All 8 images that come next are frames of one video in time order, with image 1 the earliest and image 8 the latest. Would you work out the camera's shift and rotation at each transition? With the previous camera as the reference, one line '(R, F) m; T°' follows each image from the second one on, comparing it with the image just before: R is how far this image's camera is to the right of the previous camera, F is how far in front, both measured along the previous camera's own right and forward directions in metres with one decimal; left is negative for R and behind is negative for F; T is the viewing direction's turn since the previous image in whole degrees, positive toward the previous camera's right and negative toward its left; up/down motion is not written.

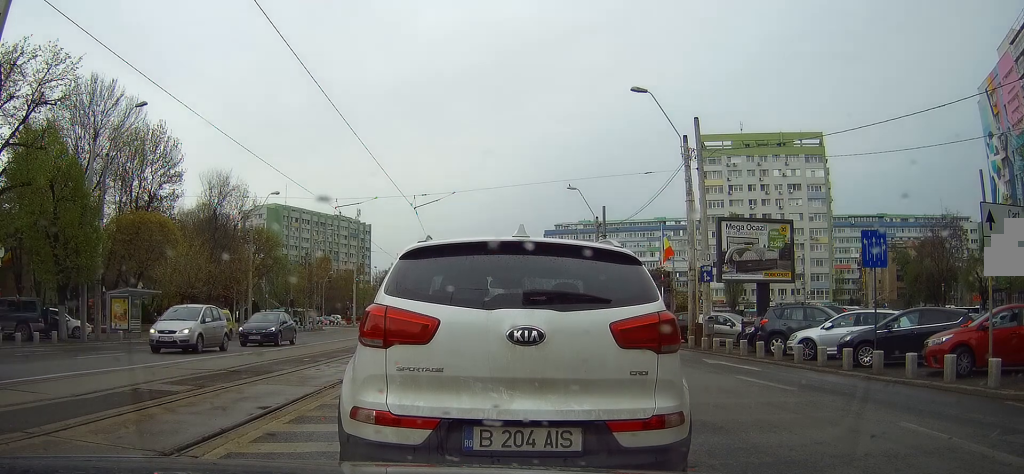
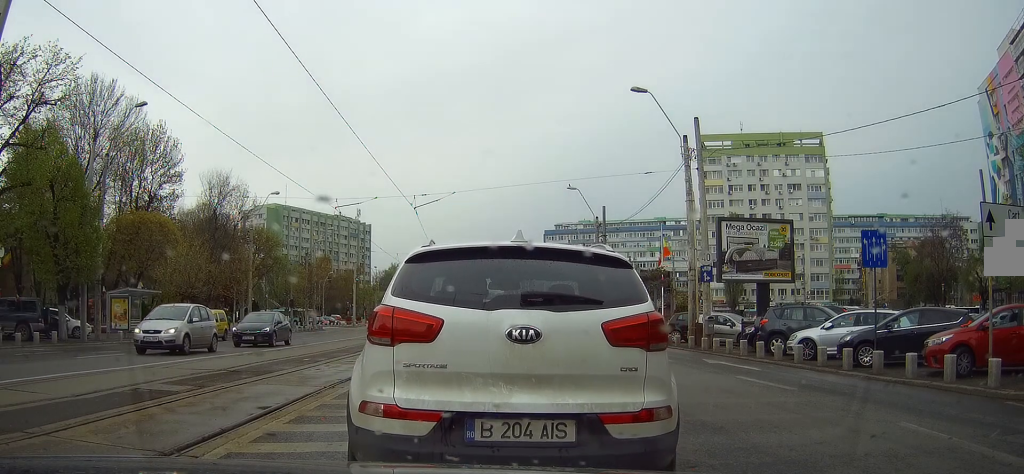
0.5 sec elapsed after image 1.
(0.0, 0.0) m; 0°
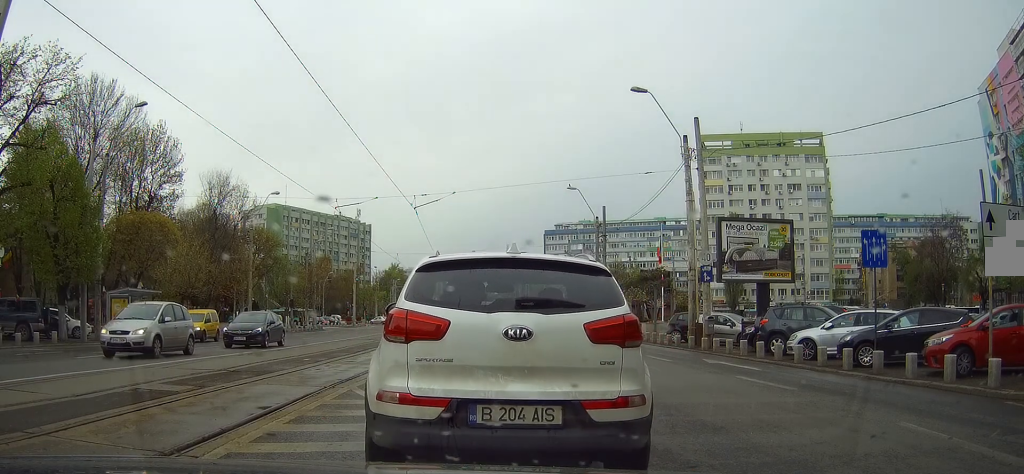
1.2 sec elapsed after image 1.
(0.0, 0.0) m; 0°
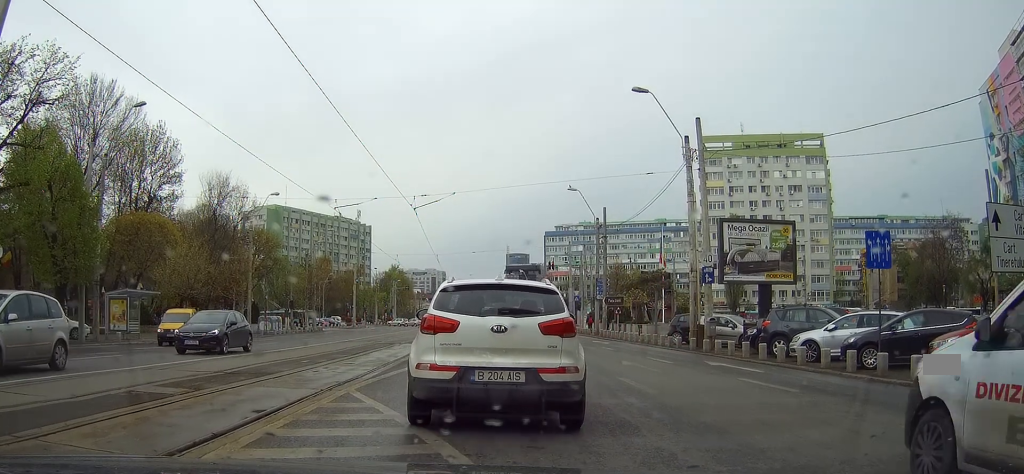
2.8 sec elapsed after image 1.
(0.0, 0.0) m; 0°
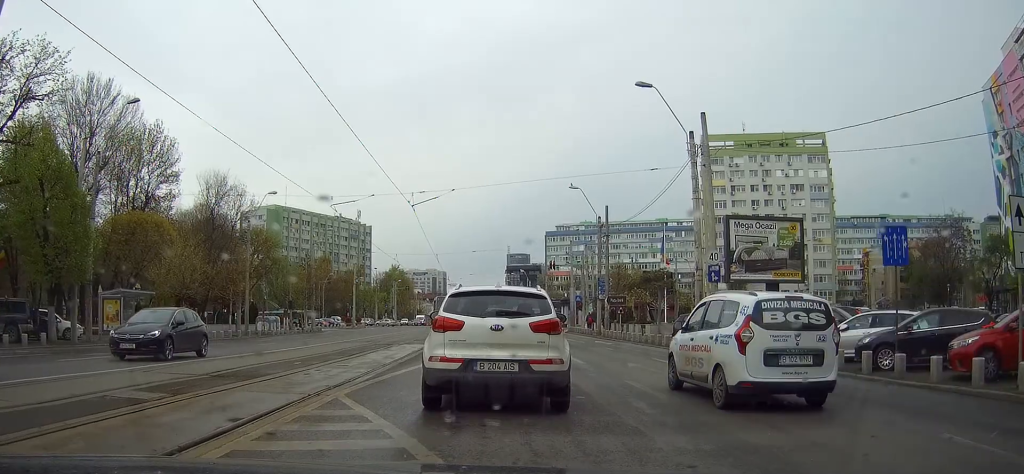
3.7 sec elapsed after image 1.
(0.0, +0.4) m; 0°
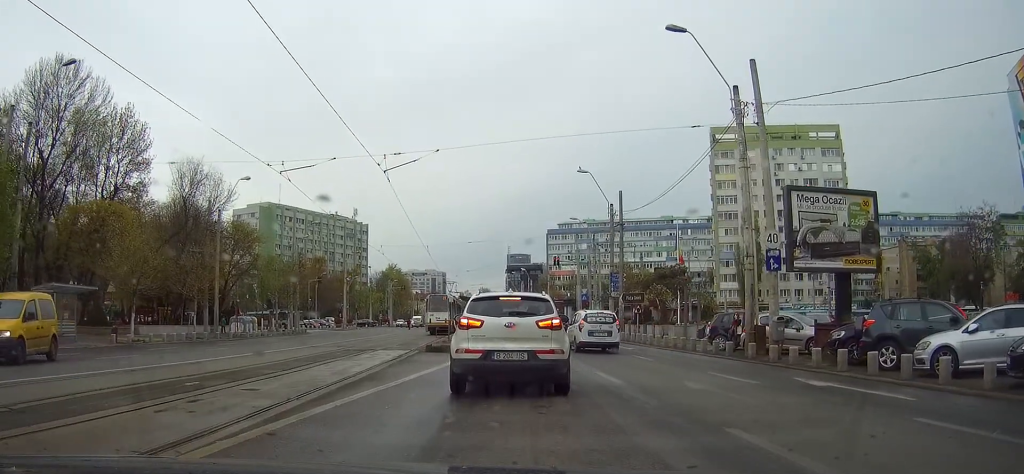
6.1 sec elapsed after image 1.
(+0.4, +6.4) m; +4°
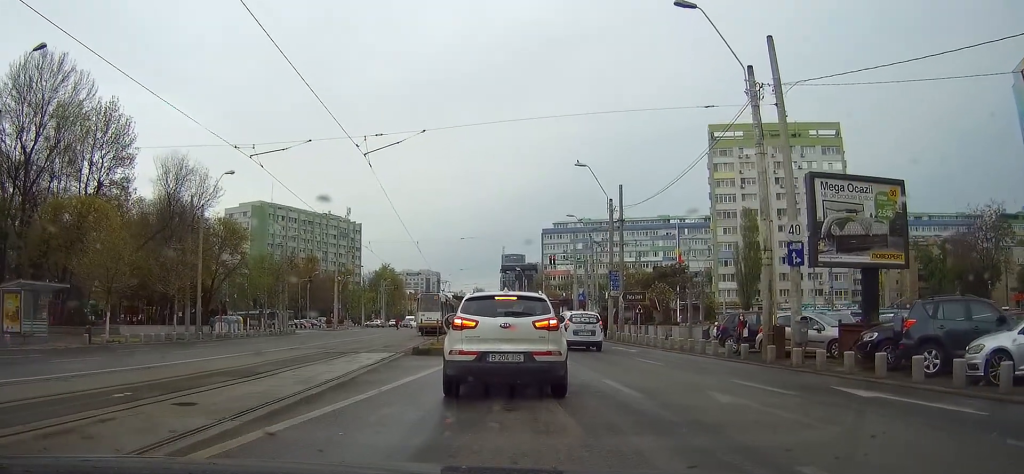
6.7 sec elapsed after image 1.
(0.0, +2.0) m; 0°
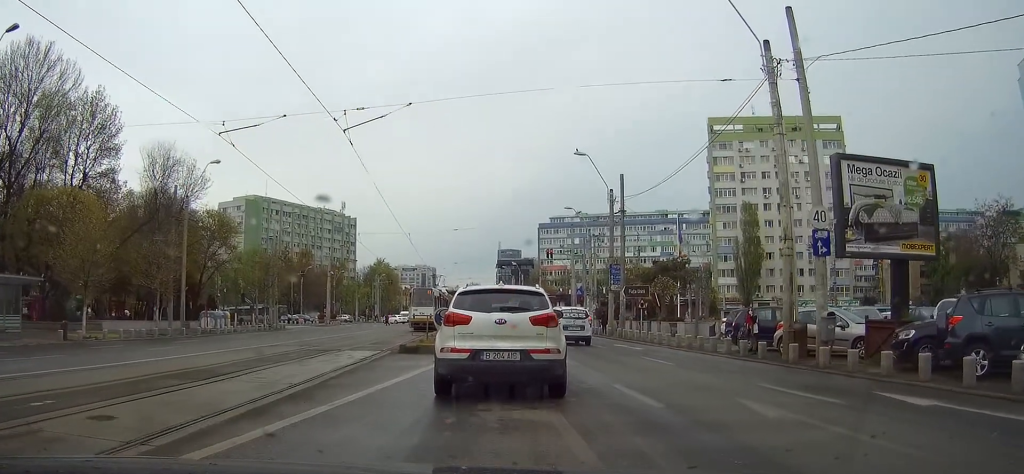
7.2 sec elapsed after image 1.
(0.0, +1.8) m; 0°
